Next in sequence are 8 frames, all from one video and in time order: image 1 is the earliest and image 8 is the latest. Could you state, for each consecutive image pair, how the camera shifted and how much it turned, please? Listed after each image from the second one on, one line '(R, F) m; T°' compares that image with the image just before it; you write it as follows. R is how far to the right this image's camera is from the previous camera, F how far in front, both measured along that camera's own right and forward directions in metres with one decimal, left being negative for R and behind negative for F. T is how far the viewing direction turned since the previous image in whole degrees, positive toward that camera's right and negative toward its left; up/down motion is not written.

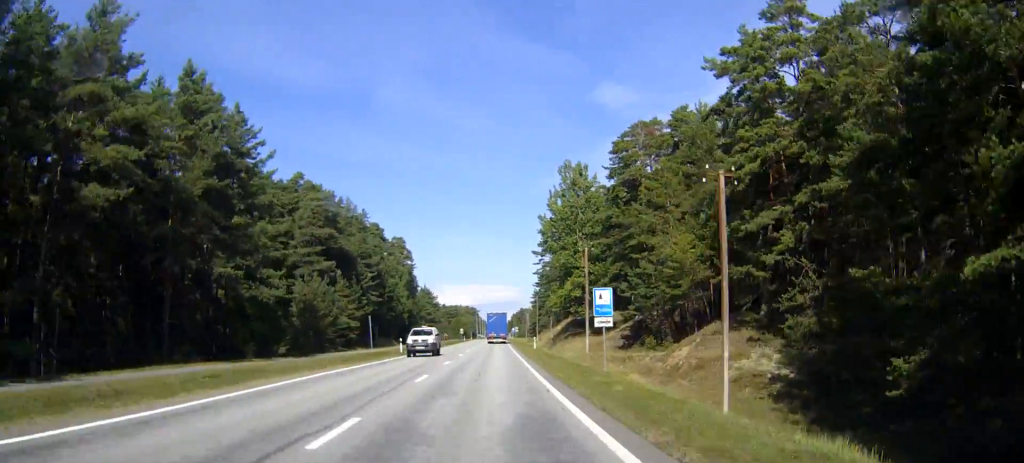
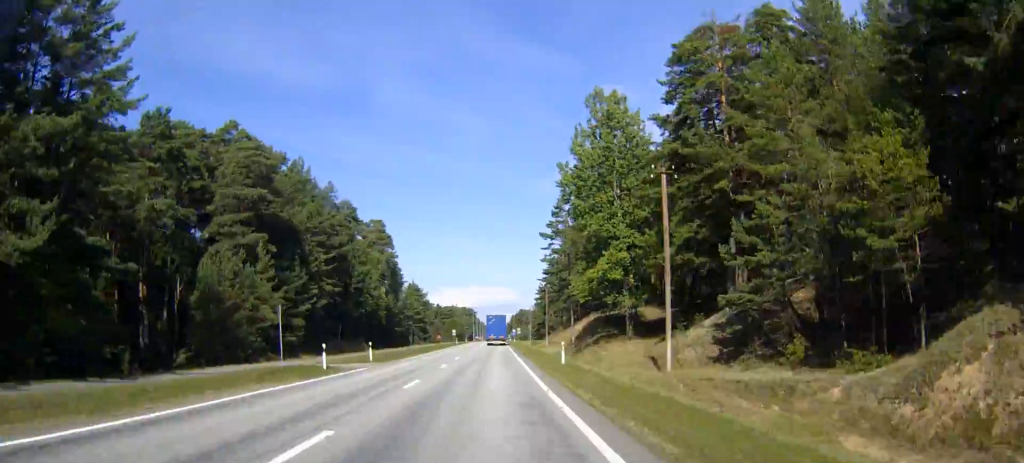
(0.0, +25.4) m; 0°
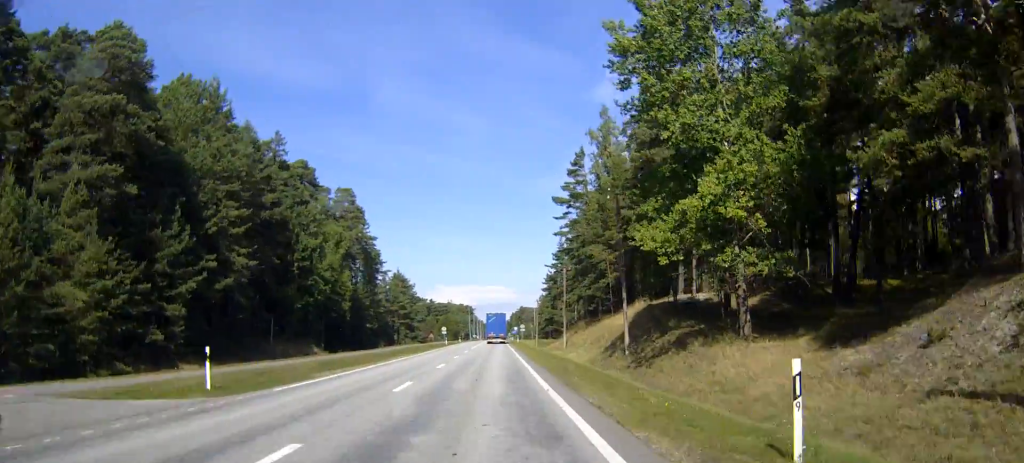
(0.0, +25.6) m; 0°
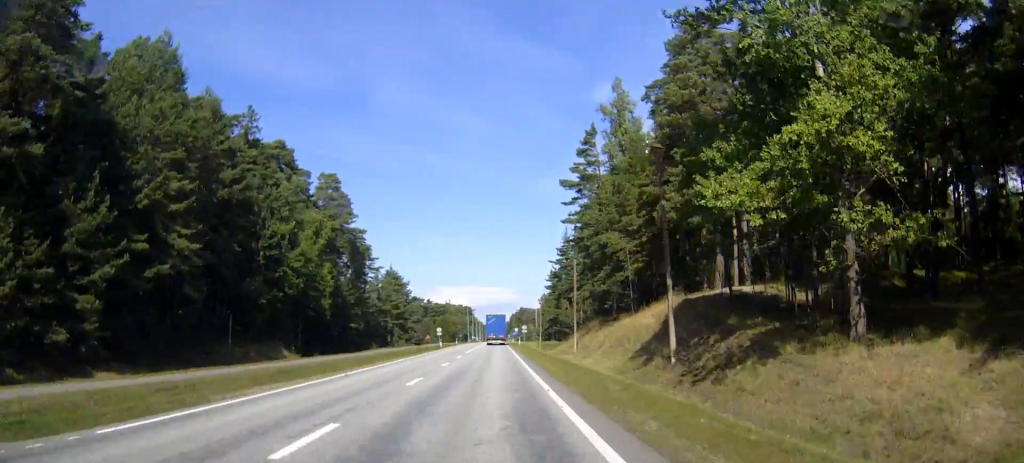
(0.0, +9.6) m; 0°
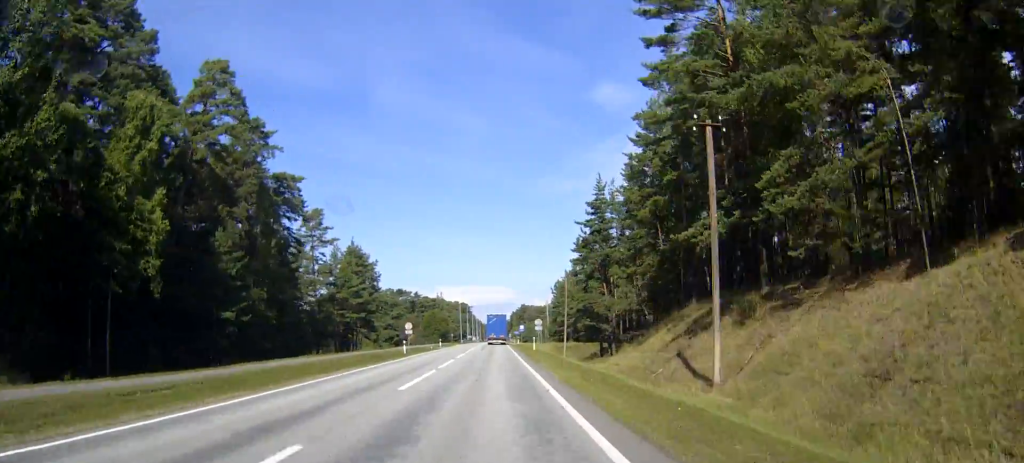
(0.0, +38.1) m; 0°
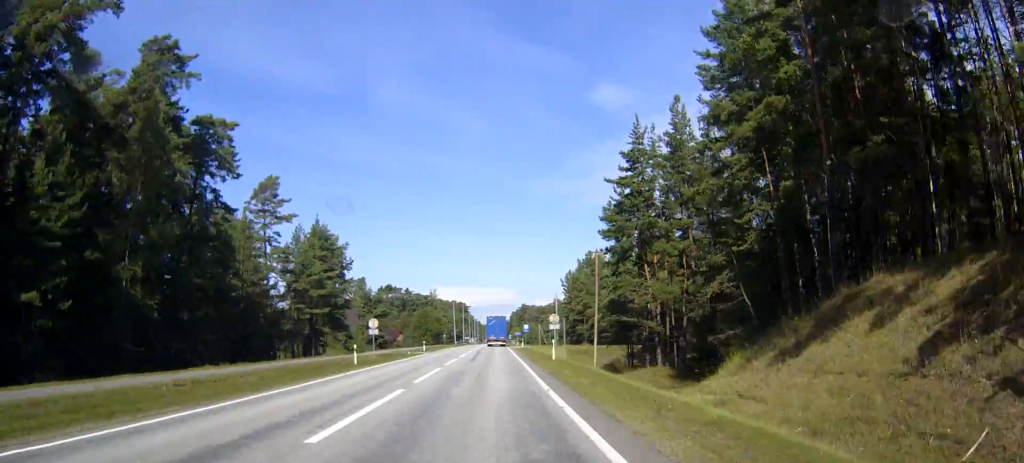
(+0.1, +20.6) m; 0°
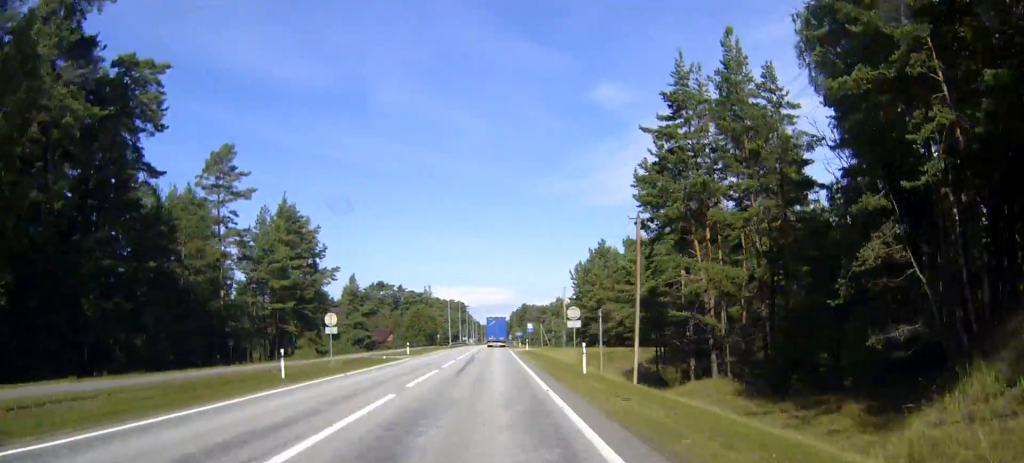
(+0.1, +13.4) m; 0°
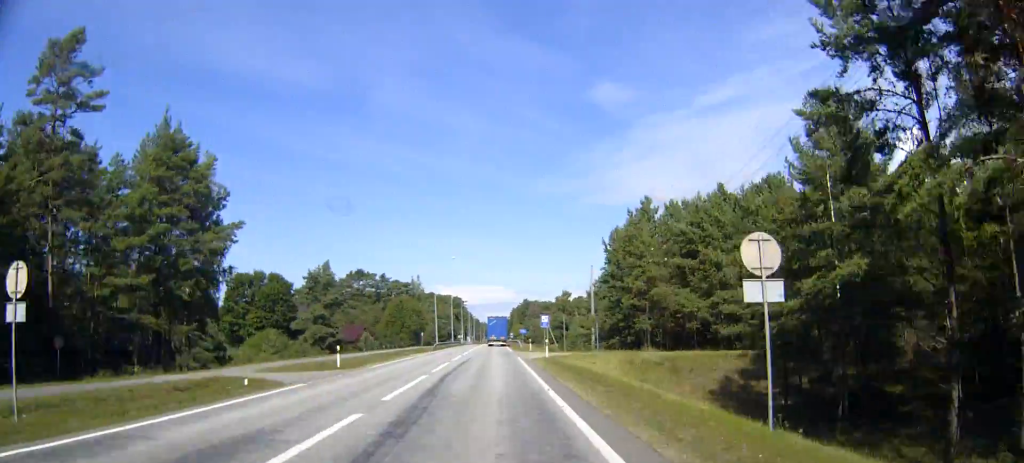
(-0.1, +27.9) m; -1°
